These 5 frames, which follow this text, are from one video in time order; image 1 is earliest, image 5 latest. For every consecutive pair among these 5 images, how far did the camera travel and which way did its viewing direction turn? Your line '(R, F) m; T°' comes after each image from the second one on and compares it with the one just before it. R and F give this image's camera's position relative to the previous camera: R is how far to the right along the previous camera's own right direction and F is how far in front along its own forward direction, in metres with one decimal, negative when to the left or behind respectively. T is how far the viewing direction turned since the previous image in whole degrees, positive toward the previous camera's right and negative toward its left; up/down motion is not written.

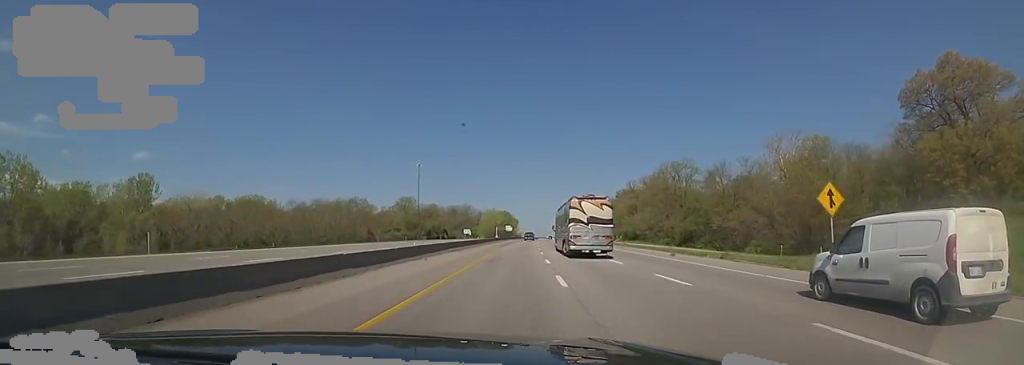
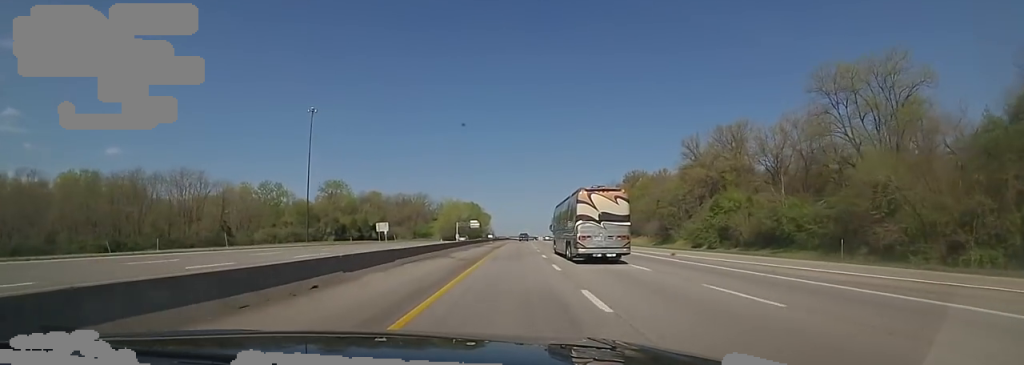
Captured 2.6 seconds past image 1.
(+3.0, +83.0) m; +3°
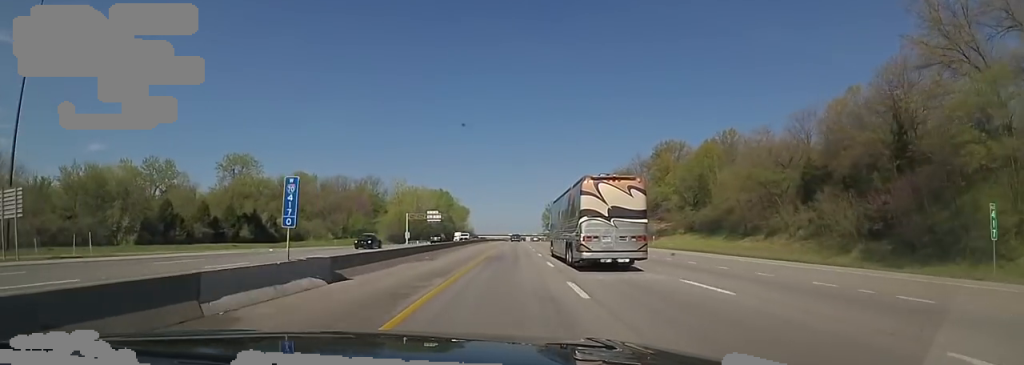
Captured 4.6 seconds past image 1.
(+1.6, +67.0) m; +3°
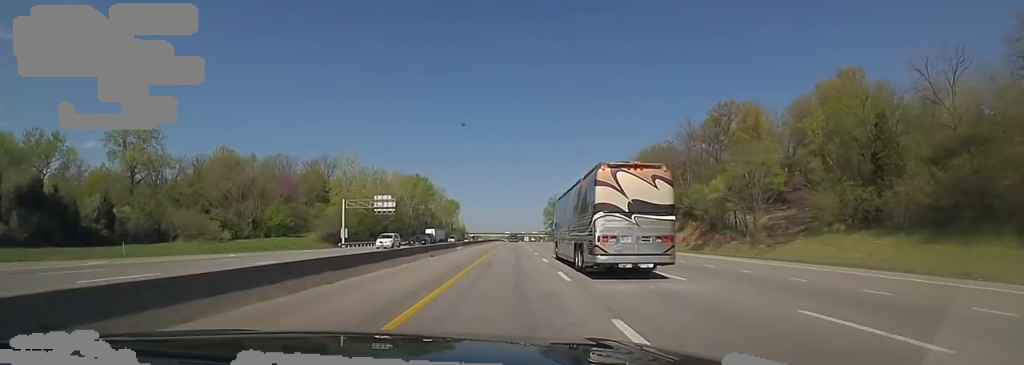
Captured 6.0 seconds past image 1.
(0.0, +45.5) m; 0°
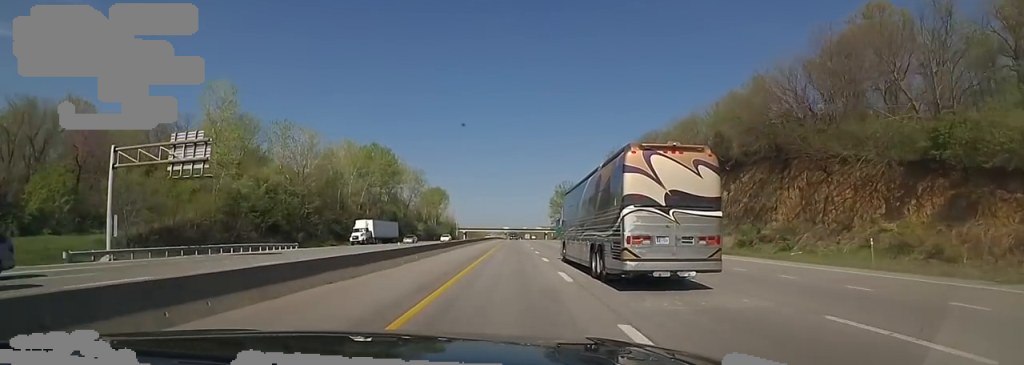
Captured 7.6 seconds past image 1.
(0.0, +49.8) m; 0°
